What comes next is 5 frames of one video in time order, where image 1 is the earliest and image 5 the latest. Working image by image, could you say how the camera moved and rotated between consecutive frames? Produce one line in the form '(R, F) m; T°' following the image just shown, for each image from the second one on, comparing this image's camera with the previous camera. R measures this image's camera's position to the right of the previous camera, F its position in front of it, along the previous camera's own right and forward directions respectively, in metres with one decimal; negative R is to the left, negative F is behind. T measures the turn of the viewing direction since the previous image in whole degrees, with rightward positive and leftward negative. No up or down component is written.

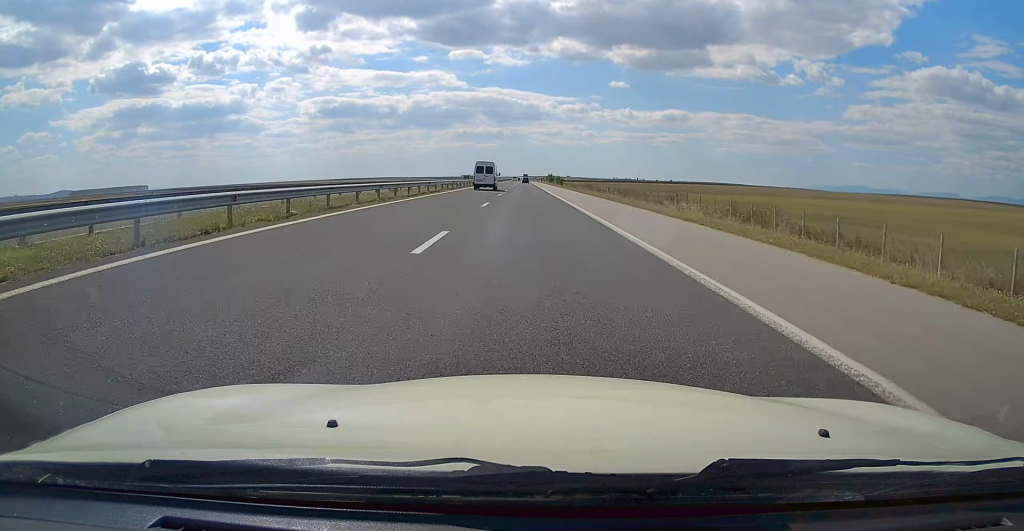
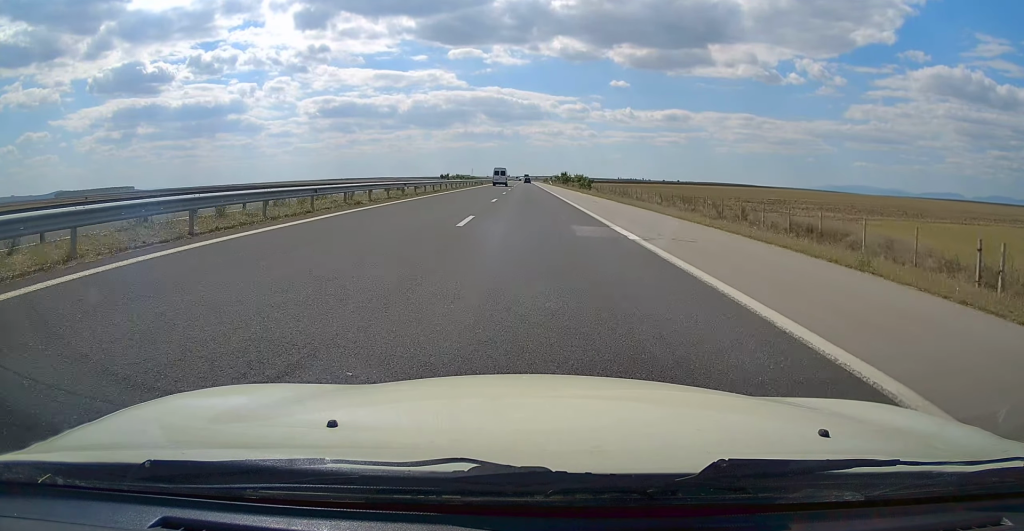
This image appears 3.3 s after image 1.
(-0.4, +88.7) m; -1°
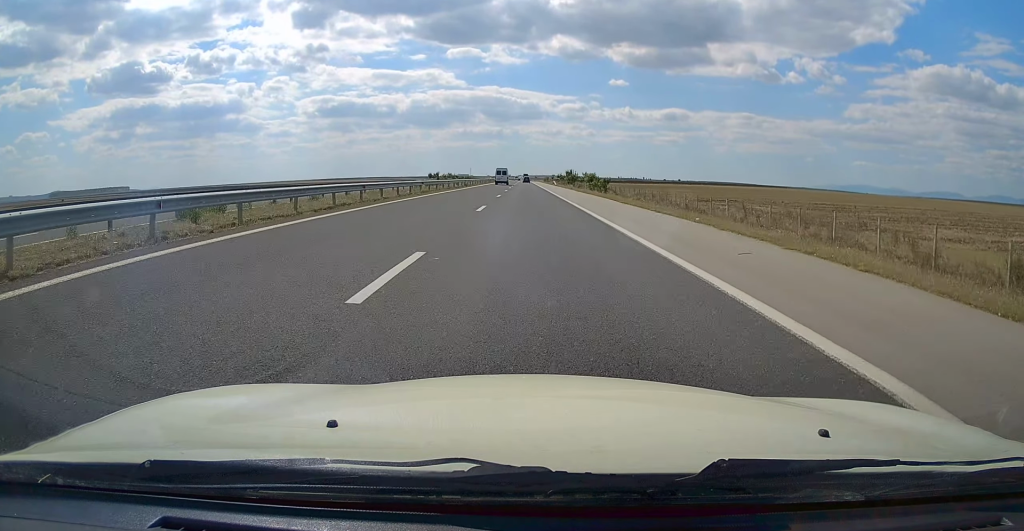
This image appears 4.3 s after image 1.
(+0.1, +25.1) m; +1°
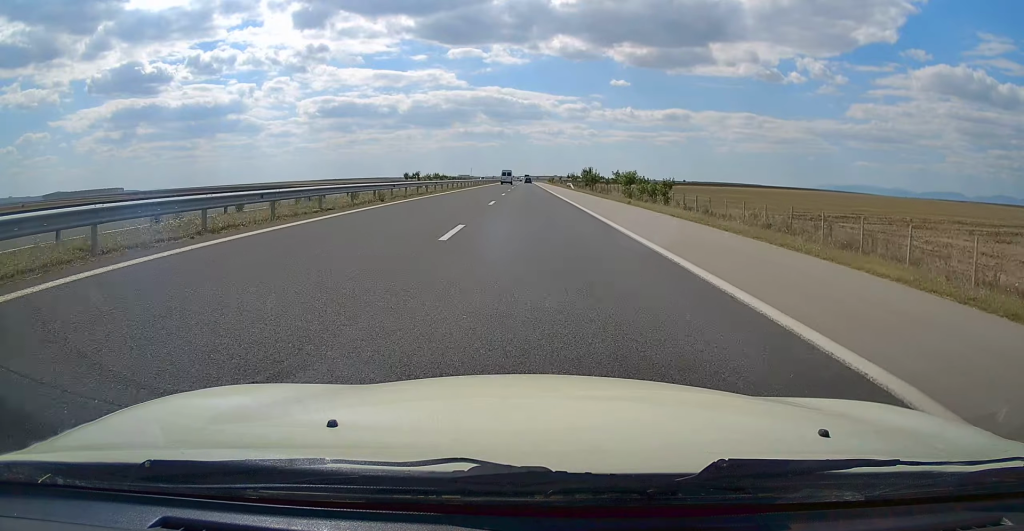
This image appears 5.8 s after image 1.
(+0.1, +41.7) m; -1°
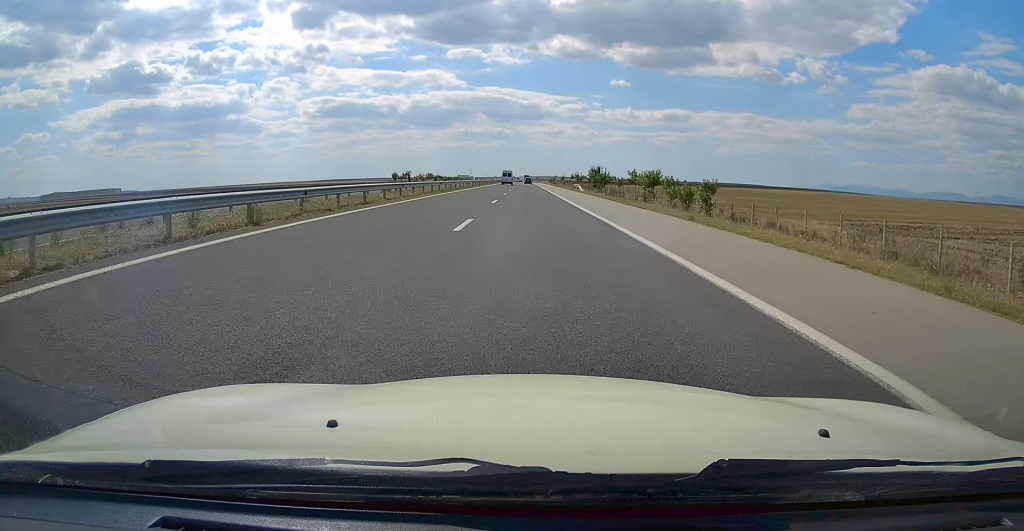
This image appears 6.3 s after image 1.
(-0.1, +13.6) m; 0°
